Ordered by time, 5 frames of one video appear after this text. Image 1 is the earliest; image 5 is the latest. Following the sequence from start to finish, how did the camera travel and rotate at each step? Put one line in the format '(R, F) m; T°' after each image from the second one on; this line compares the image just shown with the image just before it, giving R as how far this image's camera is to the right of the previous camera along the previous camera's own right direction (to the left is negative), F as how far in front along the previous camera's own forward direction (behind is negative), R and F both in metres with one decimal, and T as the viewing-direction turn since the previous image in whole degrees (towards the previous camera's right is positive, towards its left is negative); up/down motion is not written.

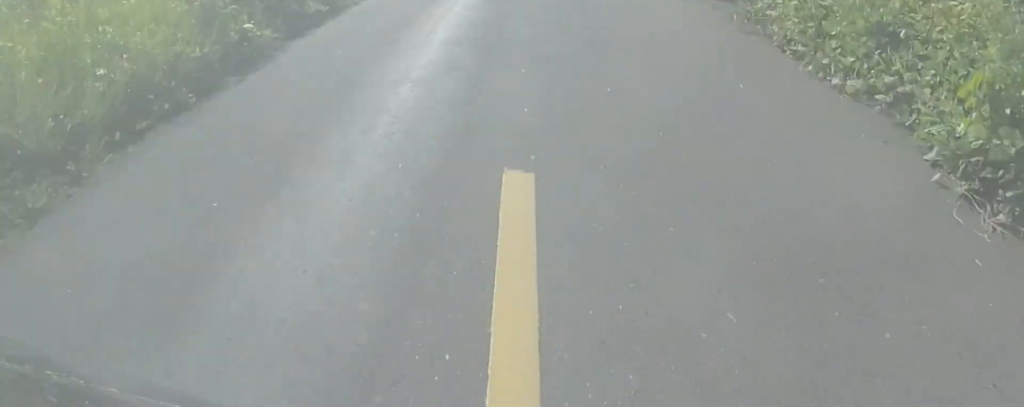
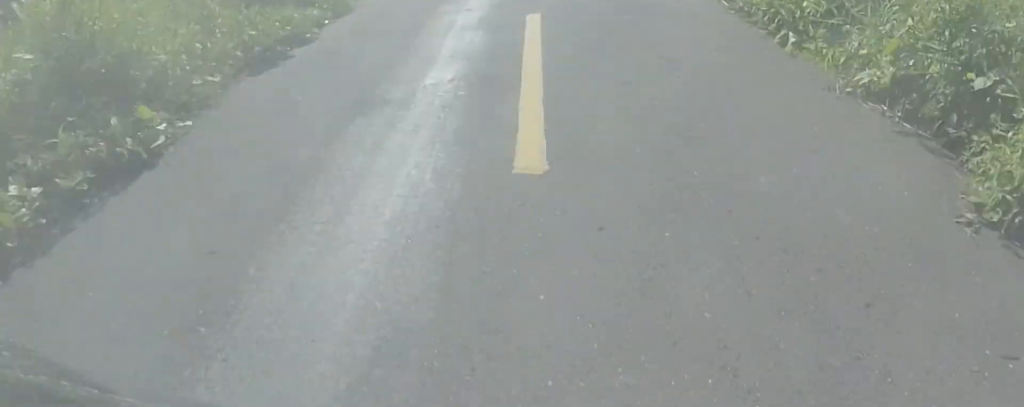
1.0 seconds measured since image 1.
(0.0, +12.6) m; 0°
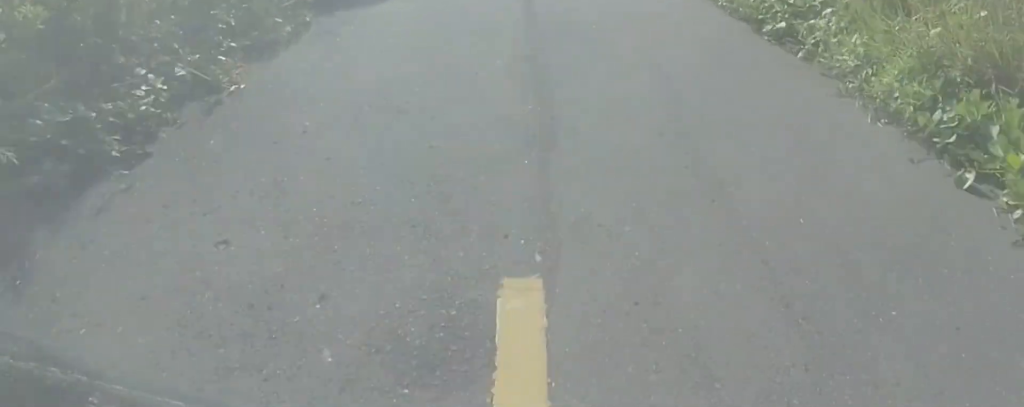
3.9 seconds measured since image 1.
(0.0, +35.0) m; 0°
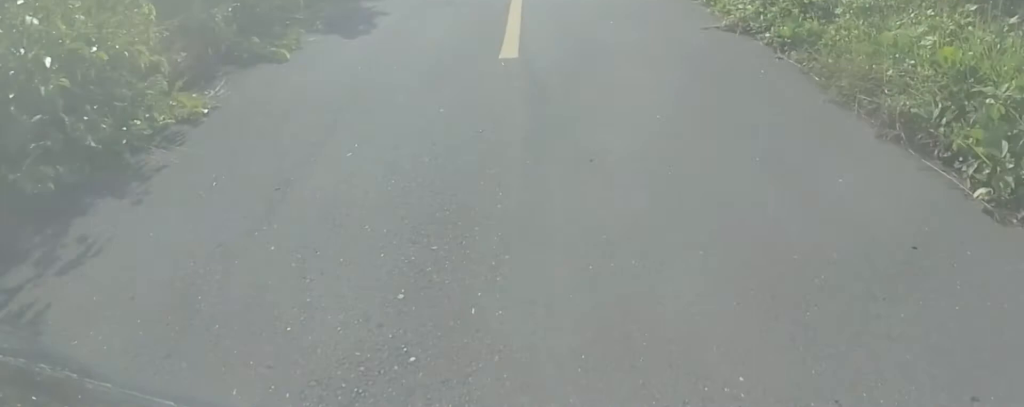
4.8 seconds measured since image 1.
(0.0, +10.6) m; -3°
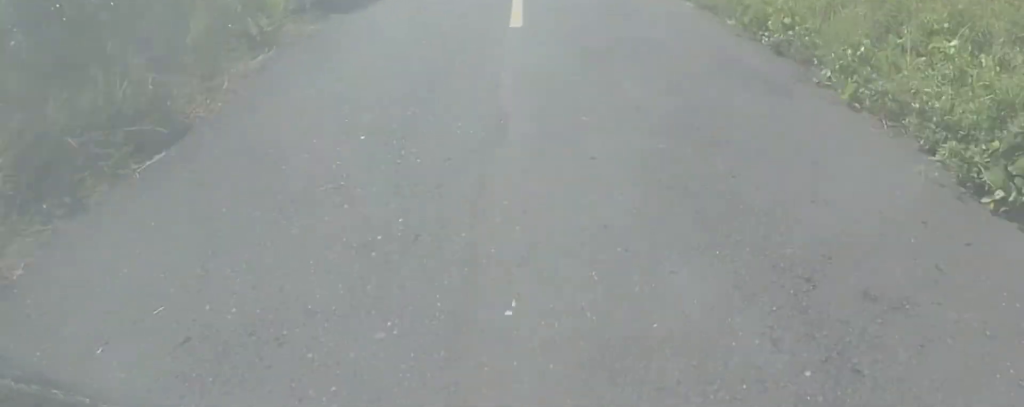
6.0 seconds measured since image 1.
(-1.1, +14.8) m; -2°
